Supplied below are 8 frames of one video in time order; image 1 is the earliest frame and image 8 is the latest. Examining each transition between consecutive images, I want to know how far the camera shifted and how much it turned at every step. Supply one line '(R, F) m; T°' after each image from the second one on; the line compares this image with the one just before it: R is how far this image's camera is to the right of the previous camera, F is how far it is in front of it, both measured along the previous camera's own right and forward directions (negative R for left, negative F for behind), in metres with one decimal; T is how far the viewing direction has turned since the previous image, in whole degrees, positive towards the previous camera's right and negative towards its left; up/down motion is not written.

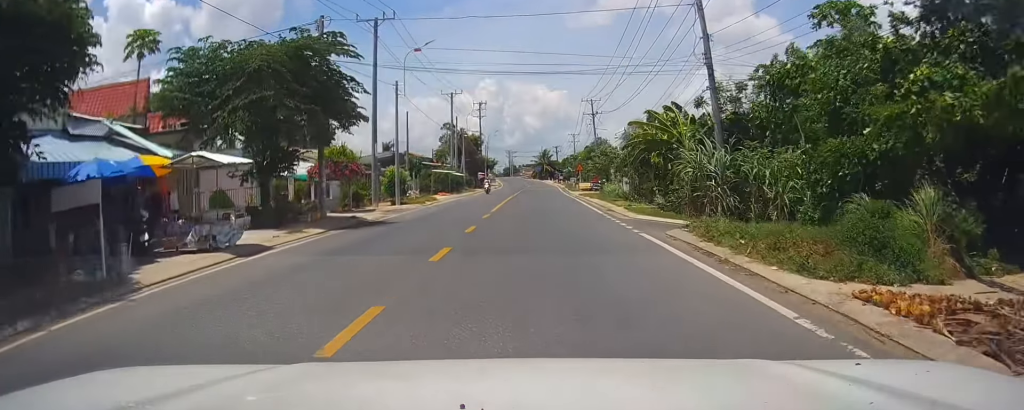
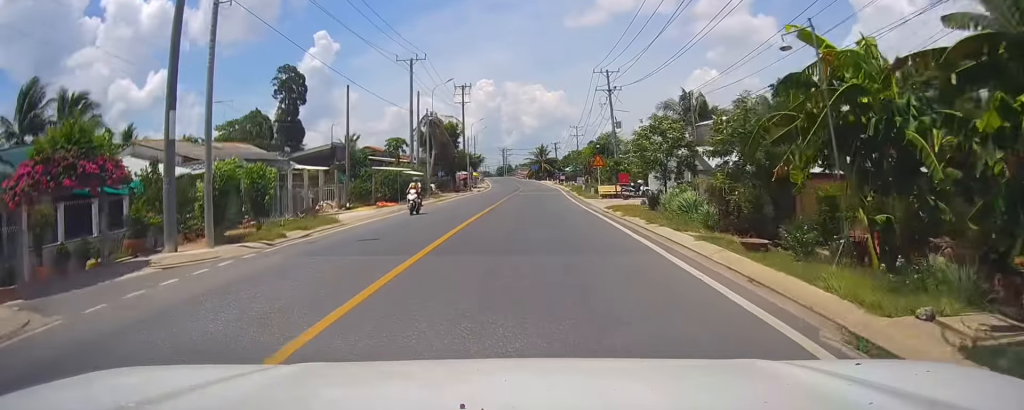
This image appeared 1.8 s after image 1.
(-0.1, +22.9) m; 0°
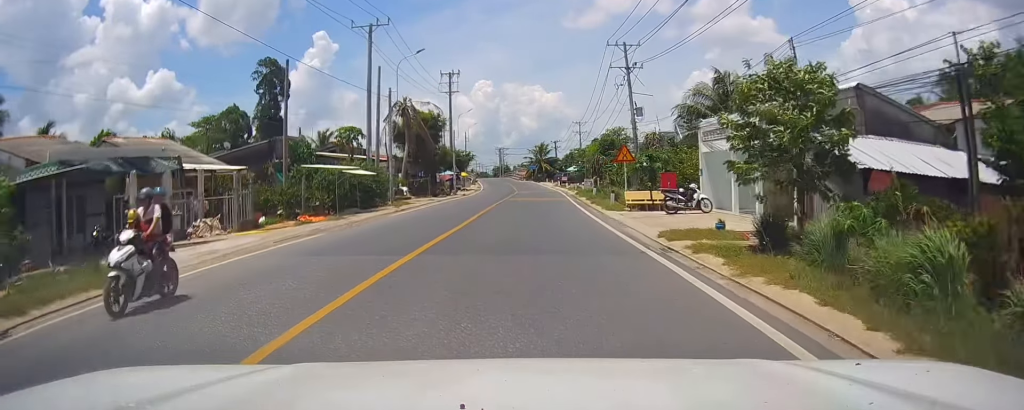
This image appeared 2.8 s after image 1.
(-0.1, +12.4) m; -2°
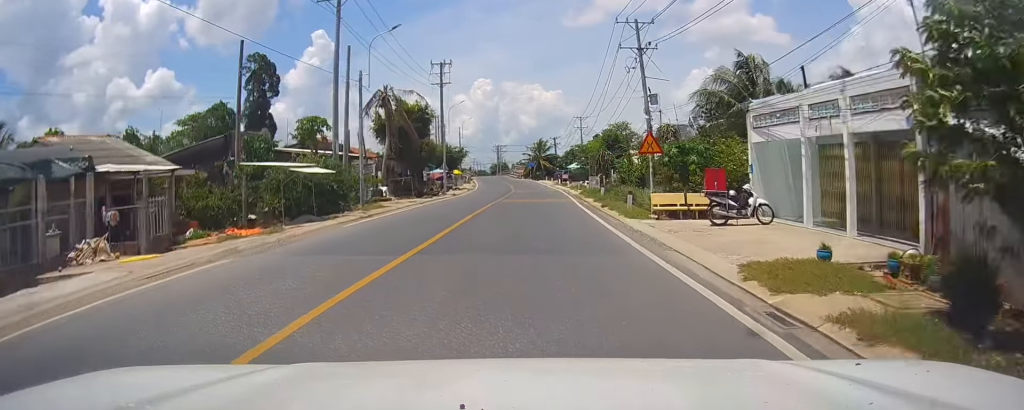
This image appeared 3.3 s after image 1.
(-0.1, +6.5) m; -1°
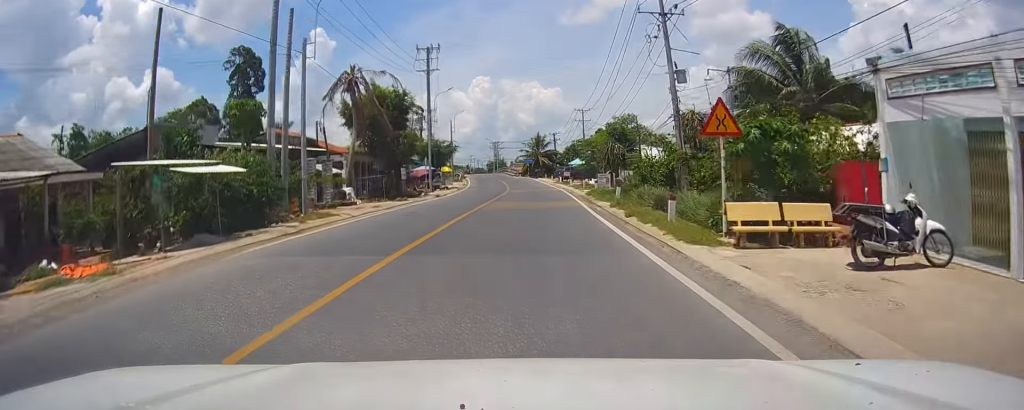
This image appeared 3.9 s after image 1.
(-0.1, +8.6) m; +2°
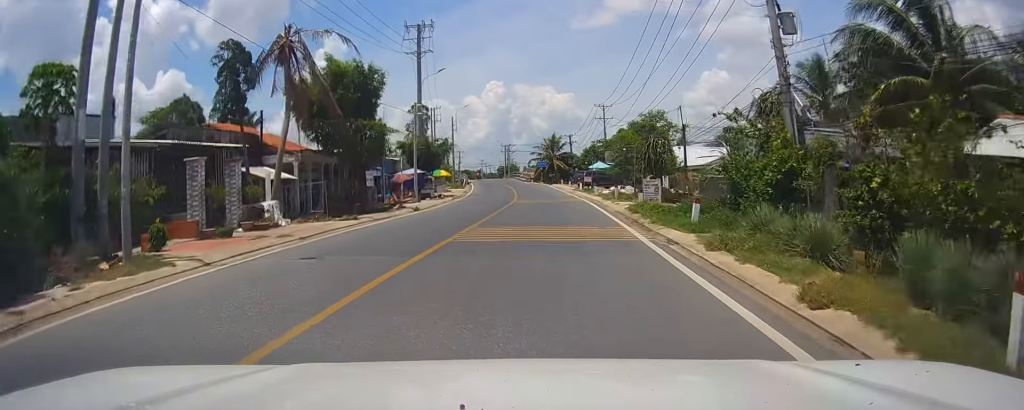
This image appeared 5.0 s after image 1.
(+0.5, +13.1) m; 0°
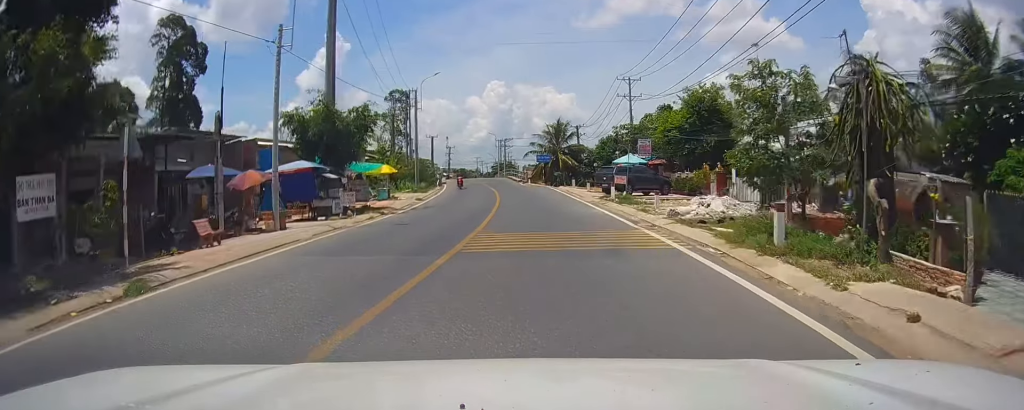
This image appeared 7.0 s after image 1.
(0.0, +25.4) m; +1°
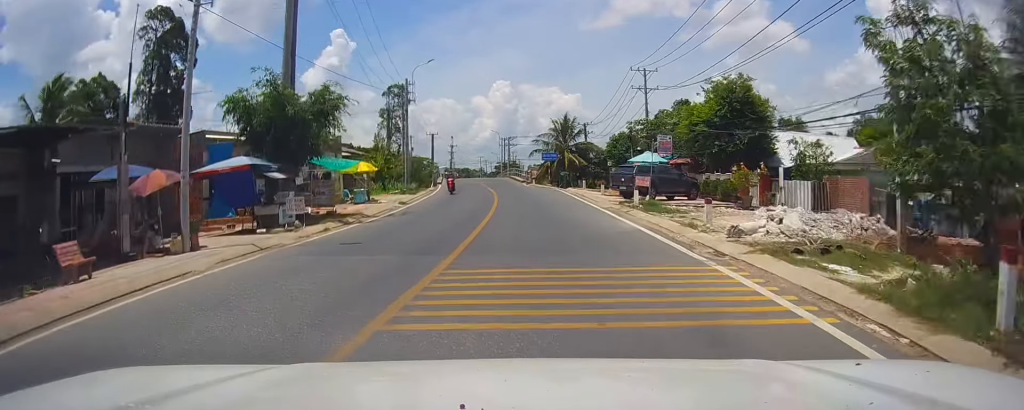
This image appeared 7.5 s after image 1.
(-0.1, +5.8) m; -1°
